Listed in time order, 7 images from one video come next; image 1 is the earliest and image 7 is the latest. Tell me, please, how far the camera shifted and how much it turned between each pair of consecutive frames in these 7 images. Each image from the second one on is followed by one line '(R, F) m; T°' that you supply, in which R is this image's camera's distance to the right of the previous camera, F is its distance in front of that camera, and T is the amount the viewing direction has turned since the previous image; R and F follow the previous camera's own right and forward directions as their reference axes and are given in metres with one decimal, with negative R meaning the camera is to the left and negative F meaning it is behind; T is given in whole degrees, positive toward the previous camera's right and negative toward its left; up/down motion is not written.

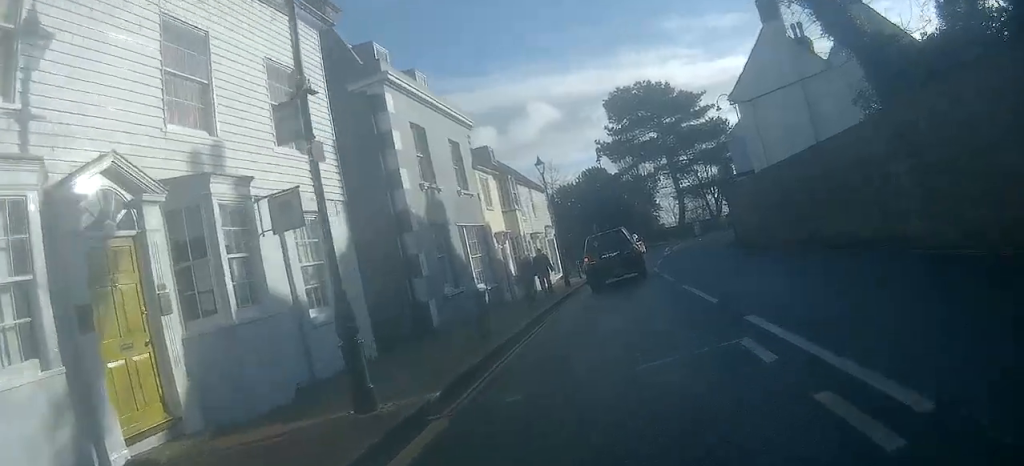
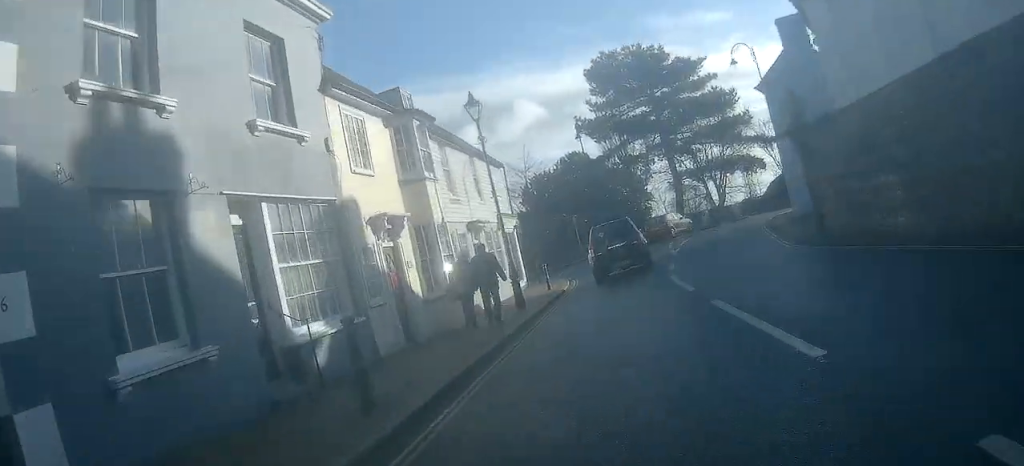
(-0.4, +10.3) m; -1°
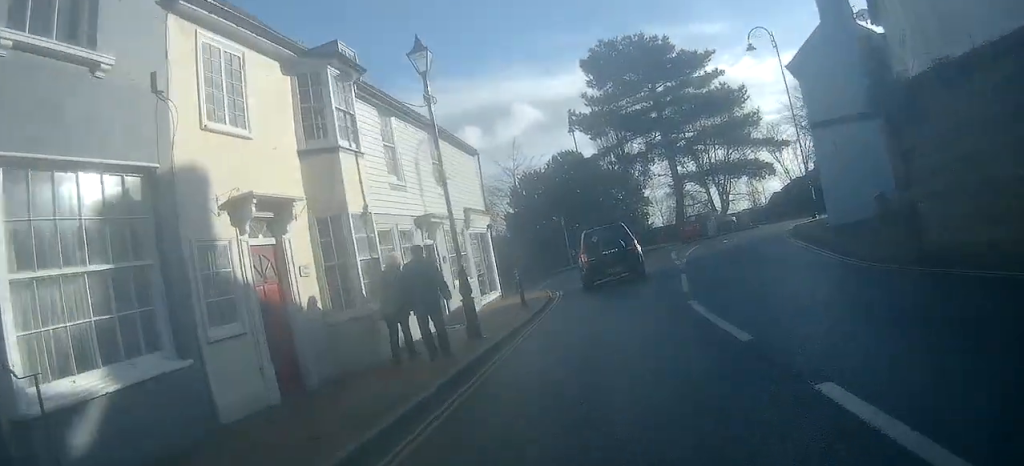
(+0.1, +4.2) m; +3°
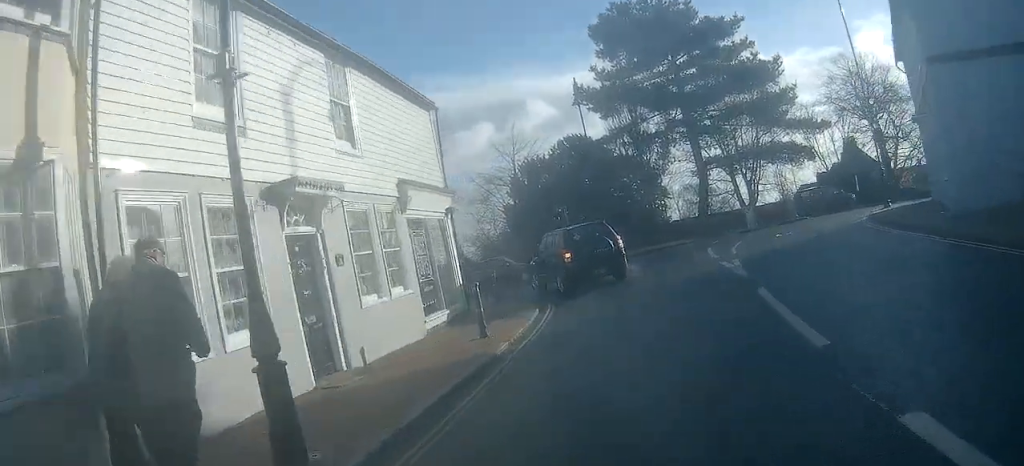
(+0.5, +6.8) m; +7°
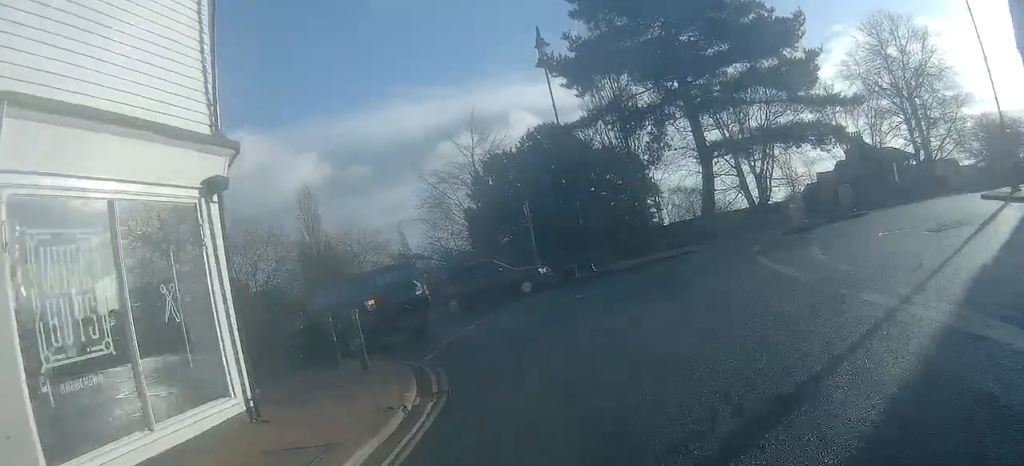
(+0.5, +8.6) m; +5°
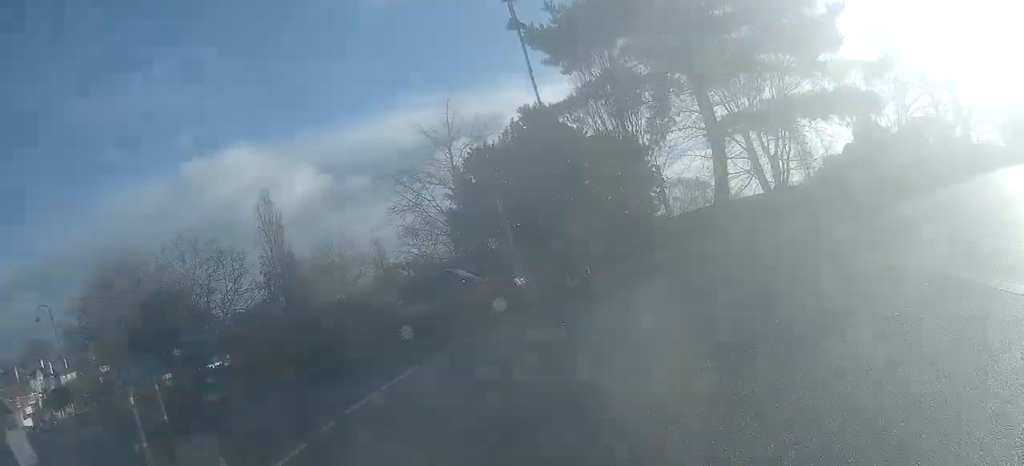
(+0.1, +4.7) m; +4°
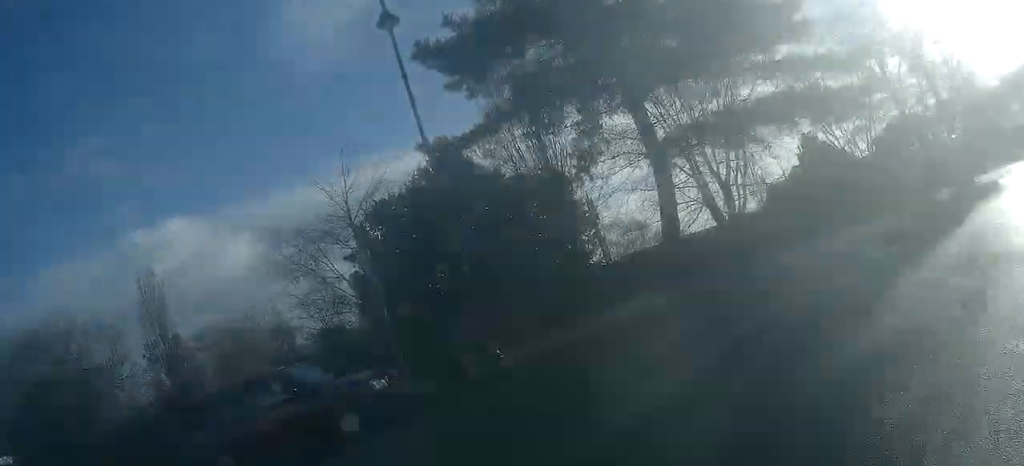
(+0.3, +5.3) m; +9°
